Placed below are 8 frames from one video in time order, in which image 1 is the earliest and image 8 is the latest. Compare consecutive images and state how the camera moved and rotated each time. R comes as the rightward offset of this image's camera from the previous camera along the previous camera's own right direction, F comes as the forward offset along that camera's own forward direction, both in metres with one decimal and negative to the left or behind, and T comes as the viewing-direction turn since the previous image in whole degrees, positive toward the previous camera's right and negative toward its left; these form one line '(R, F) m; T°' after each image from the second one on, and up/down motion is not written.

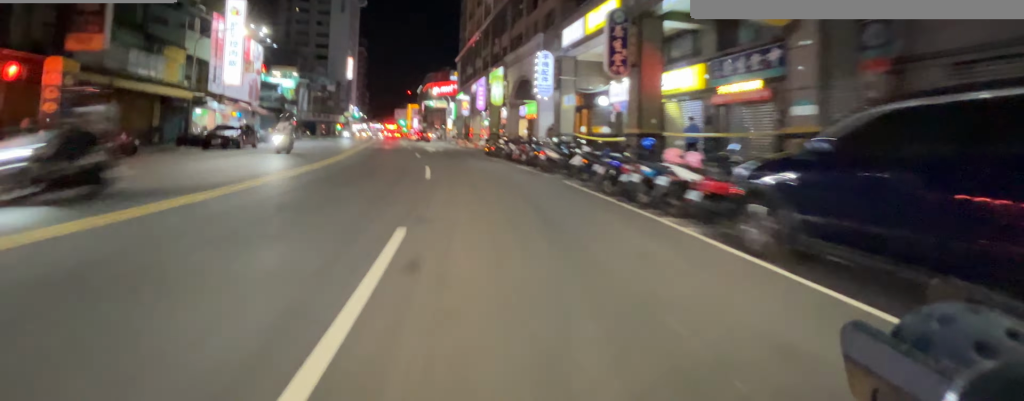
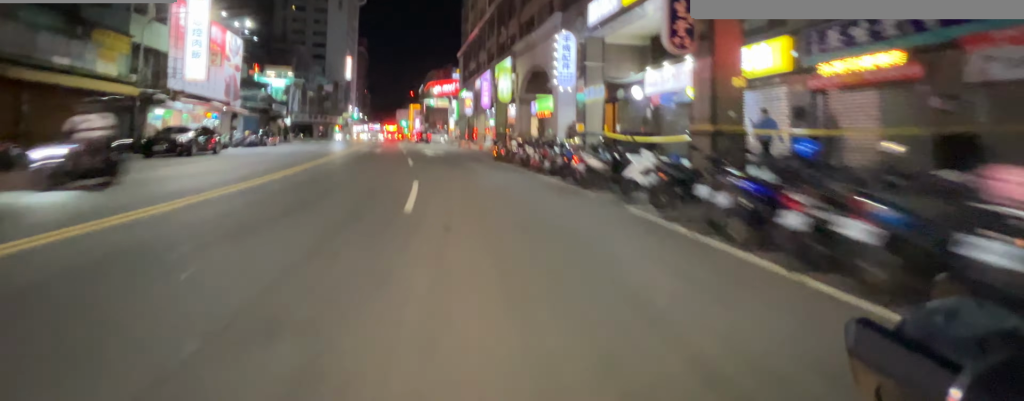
(+0.2, +5.1) m; +1°
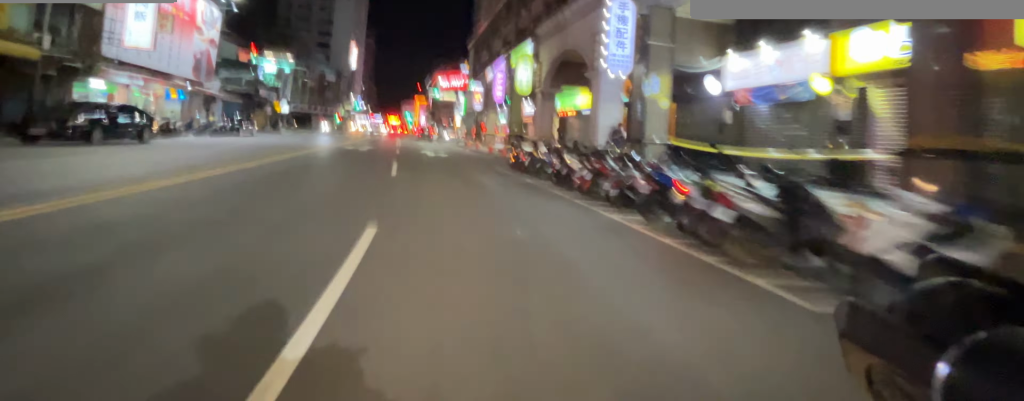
(+0.3, +6.5) m; 0°
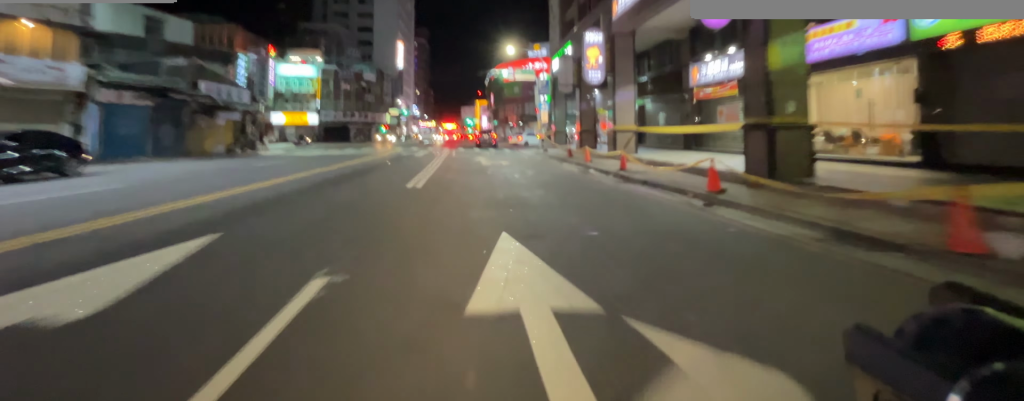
(-1.3, +21.8) m; -5°
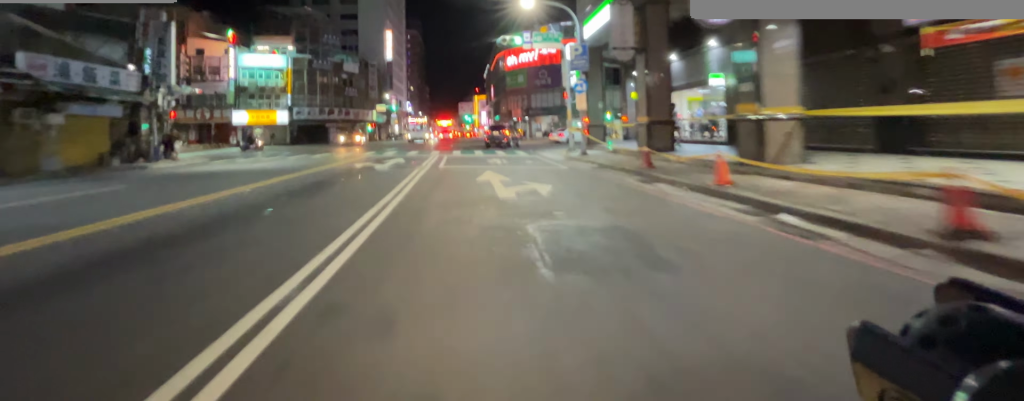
(0.0, +8.5) m; -1°
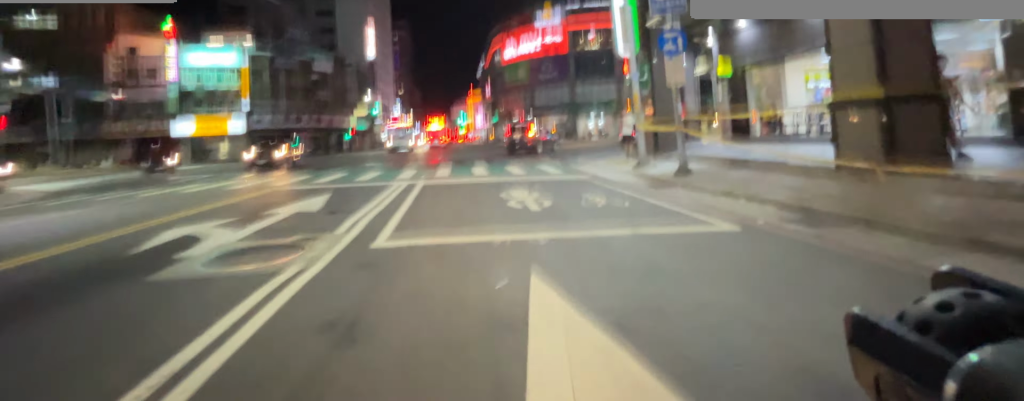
(-0.1, +7.9) m; -1°
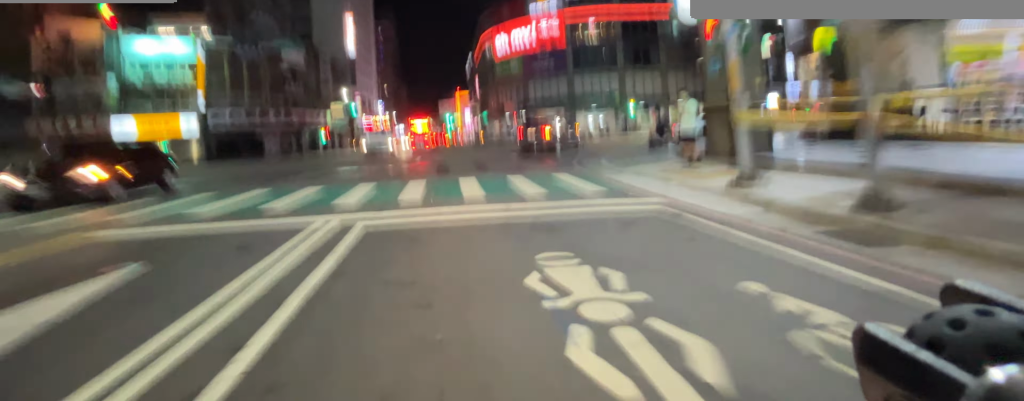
(0.0, +4.6) m; 0°
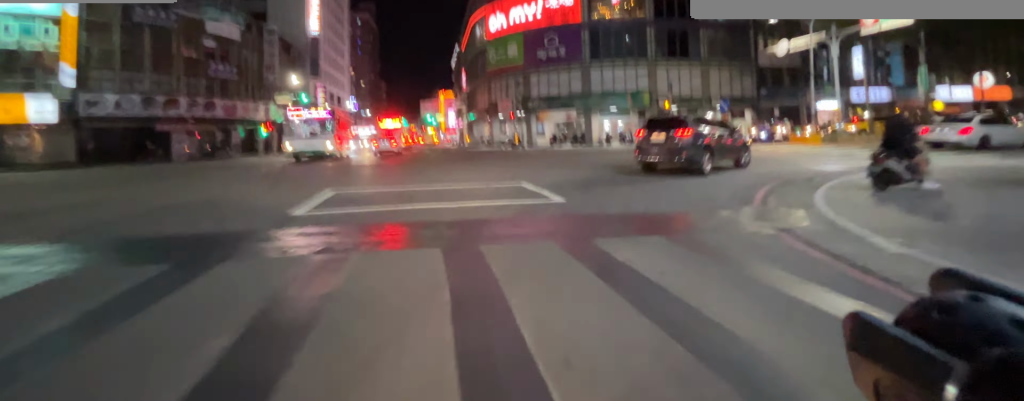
(0.0, +9.8) m; +1°
